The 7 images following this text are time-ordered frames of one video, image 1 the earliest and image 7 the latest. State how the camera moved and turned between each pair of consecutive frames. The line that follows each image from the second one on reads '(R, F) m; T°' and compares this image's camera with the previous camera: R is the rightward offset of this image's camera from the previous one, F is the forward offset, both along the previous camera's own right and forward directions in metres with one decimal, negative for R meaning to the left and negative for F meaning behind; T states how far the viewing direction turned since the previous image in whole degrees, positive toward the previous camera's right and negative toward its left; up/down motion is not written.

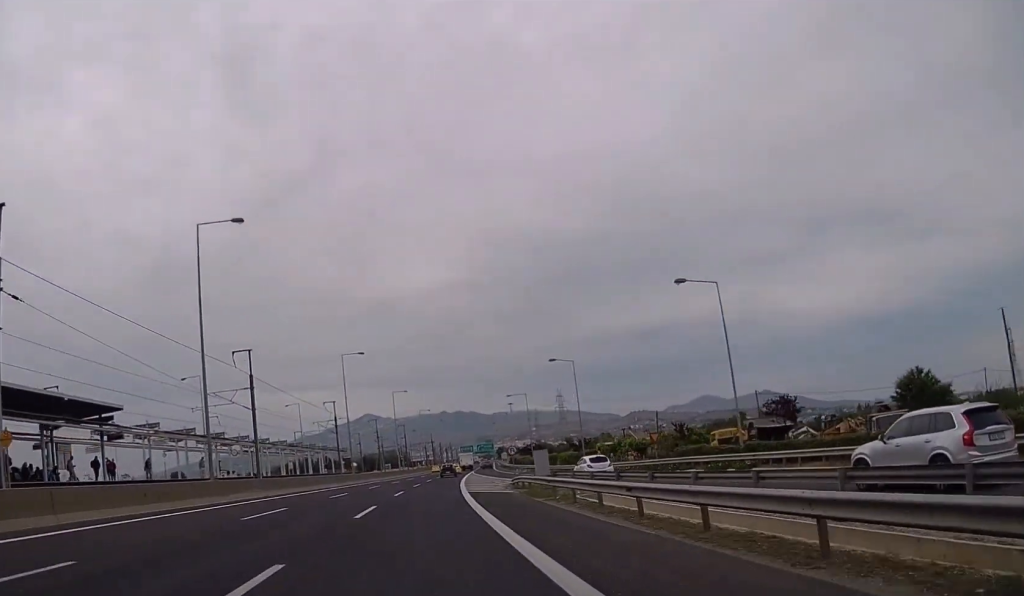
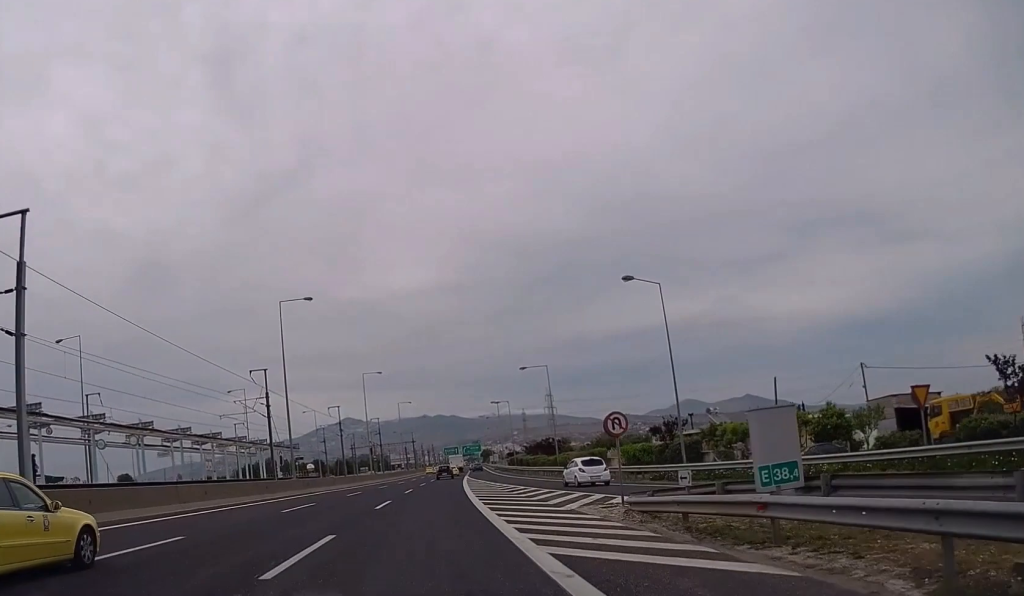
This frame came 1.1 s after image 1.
(+0.3, +30.6) m; +1°
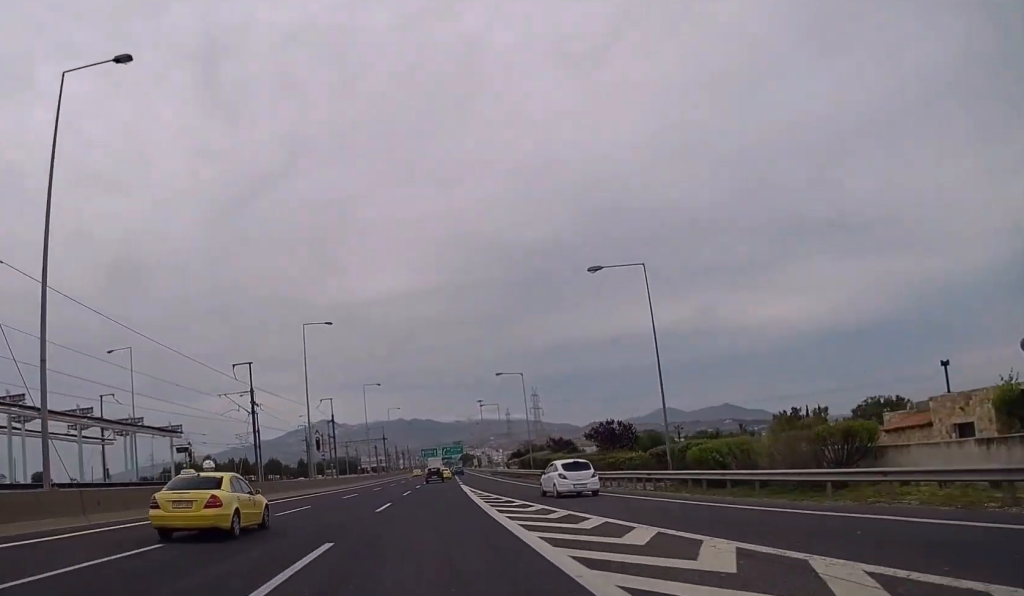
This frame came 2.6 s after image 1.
(+0.7, +38.3) m; +2°
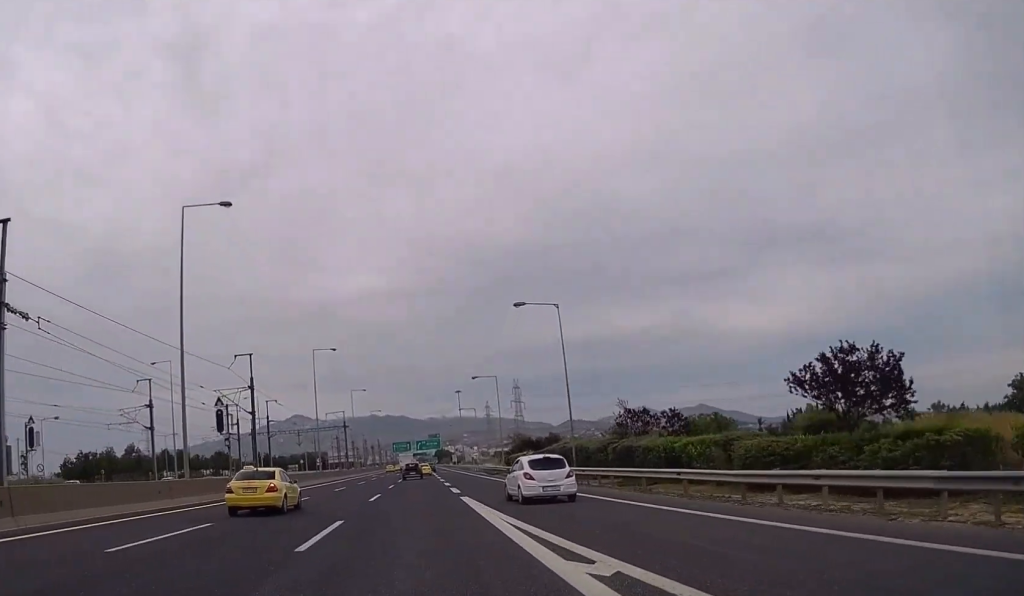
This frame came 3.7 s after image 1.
(+0.4, +30.9) m; +2°
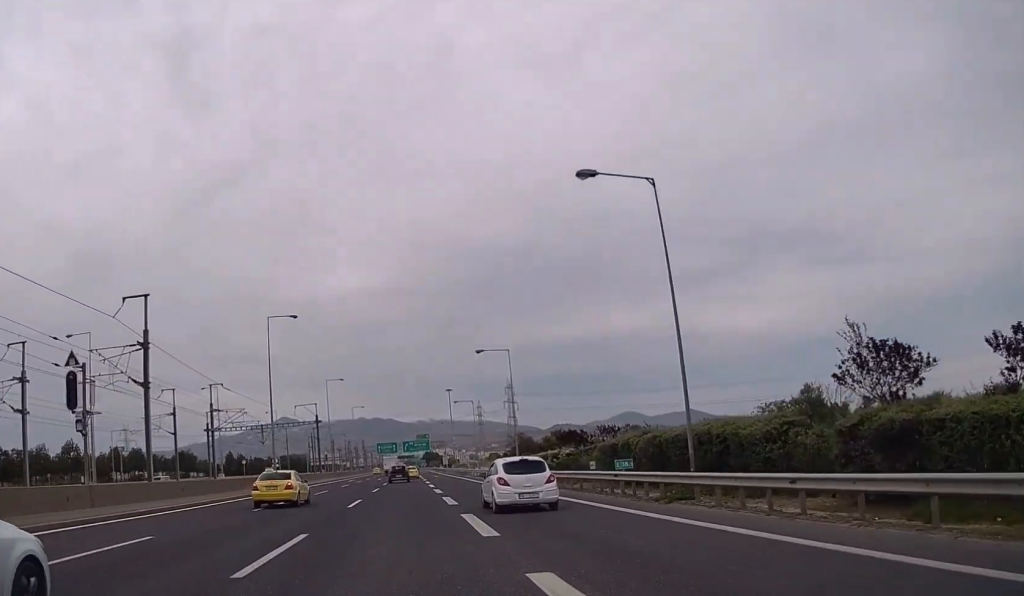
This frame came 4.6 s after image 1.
(+0.4, +21.8) m; +1°
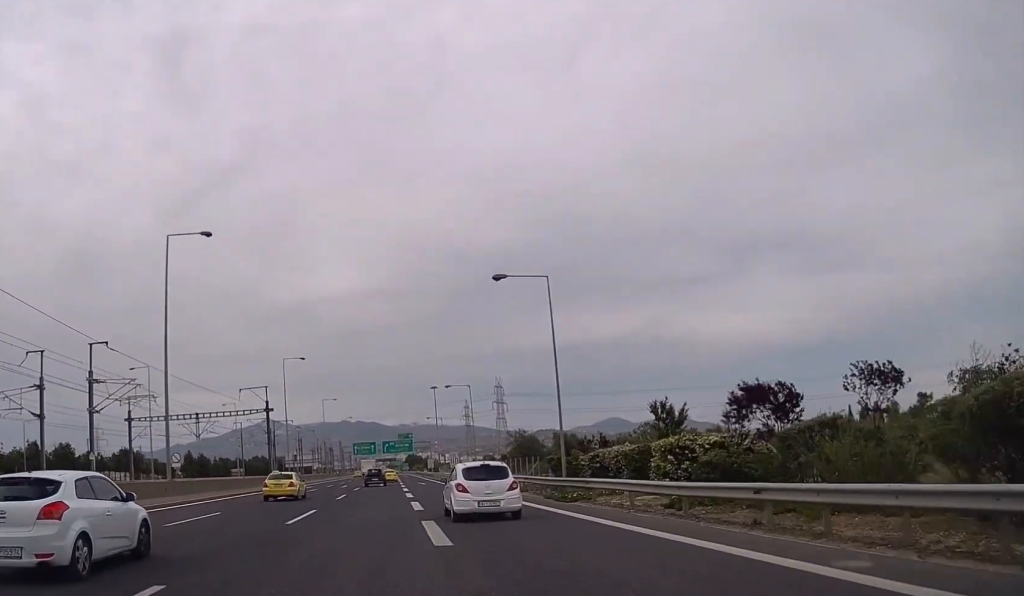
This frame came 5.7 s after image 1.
(+0.1, +25.5) m; +1°
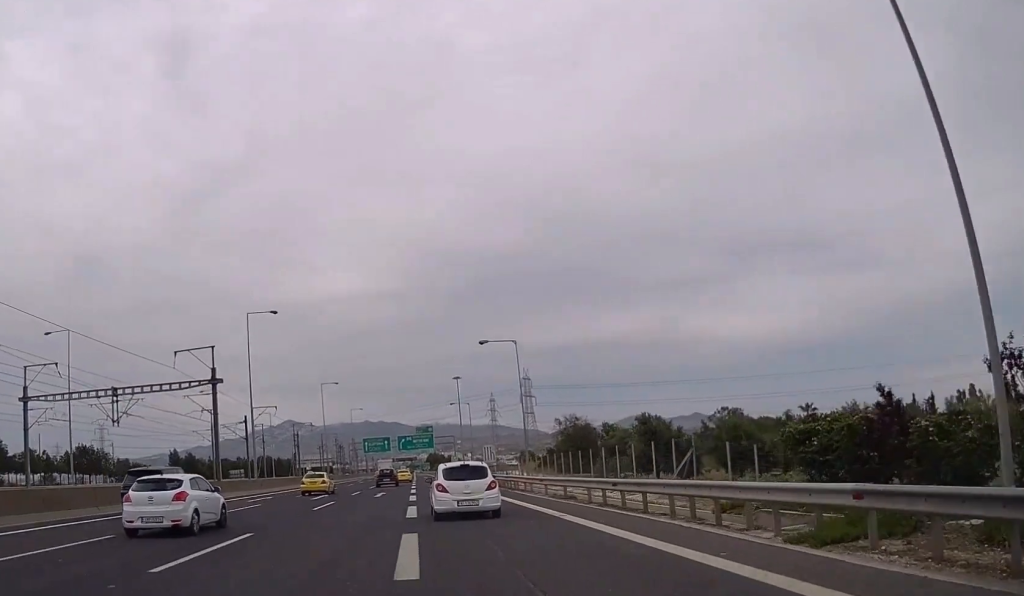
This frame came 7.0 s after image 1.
(+0.3, +27.5) m; 0°
